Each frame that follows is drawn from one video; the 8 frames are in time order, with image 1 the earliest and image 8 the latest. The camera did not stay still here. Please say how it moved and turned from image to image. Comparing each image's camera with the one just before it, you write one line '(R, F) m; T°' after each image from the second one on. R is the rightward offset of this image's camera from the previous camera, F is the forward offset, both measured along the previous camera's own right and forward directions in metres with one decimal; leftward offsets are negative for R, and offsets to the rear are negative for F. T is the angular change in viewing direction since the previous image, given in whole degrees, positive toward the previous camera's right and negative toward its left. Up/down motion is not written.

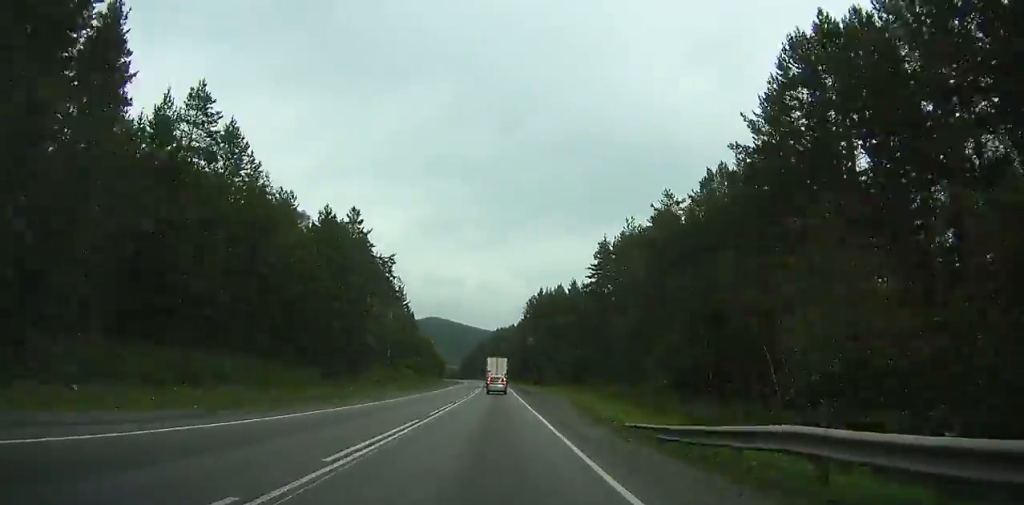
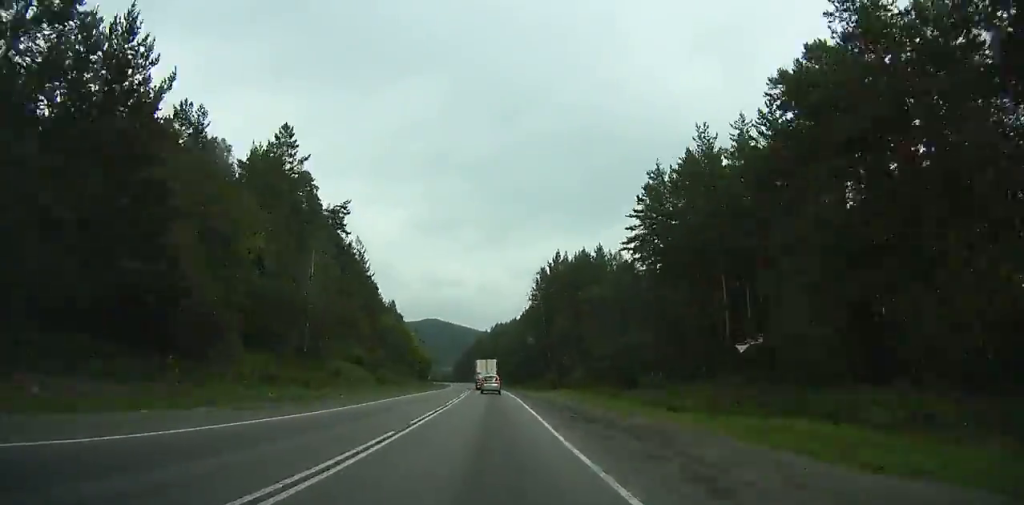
(+0.5, +38.0) m; 0°
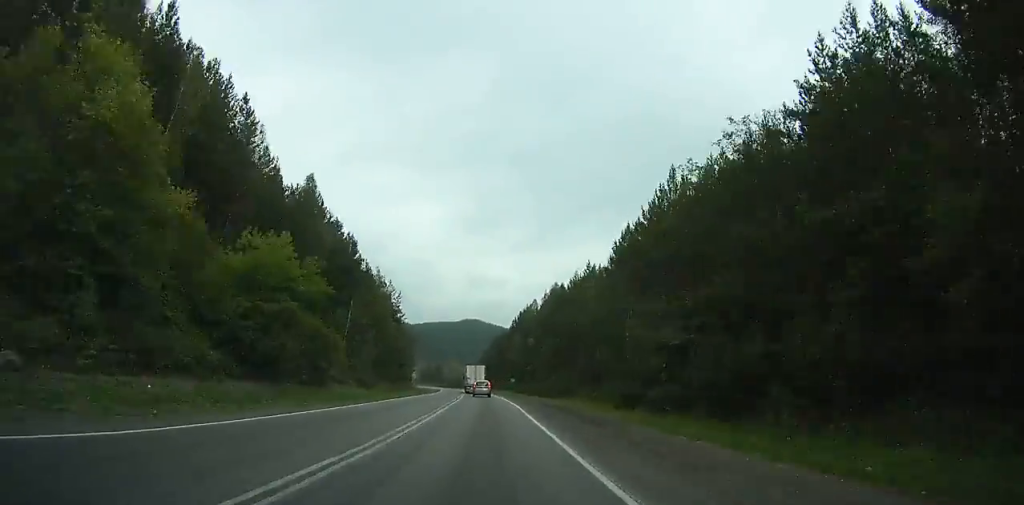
(-1.2, +109.8) m; -3°
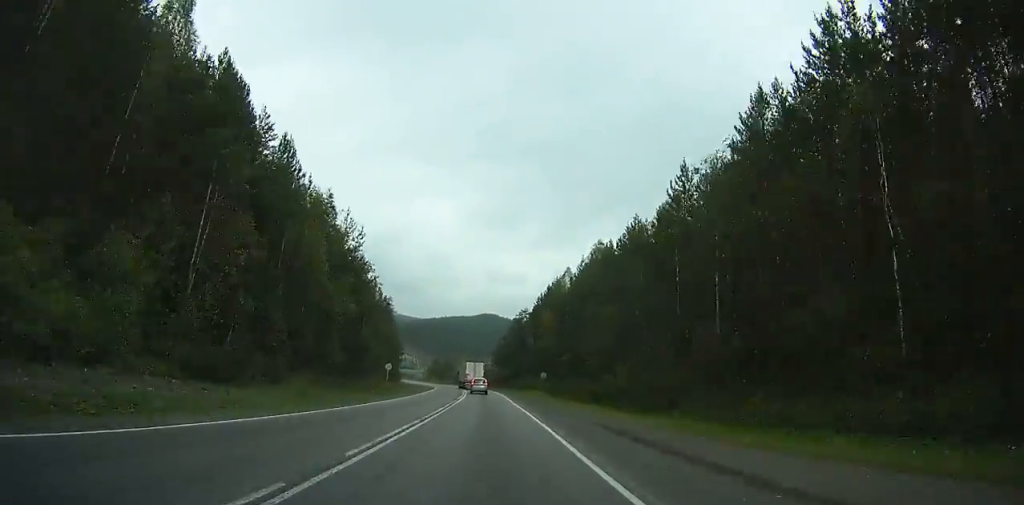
(-0.4, +37.3) m; -2°
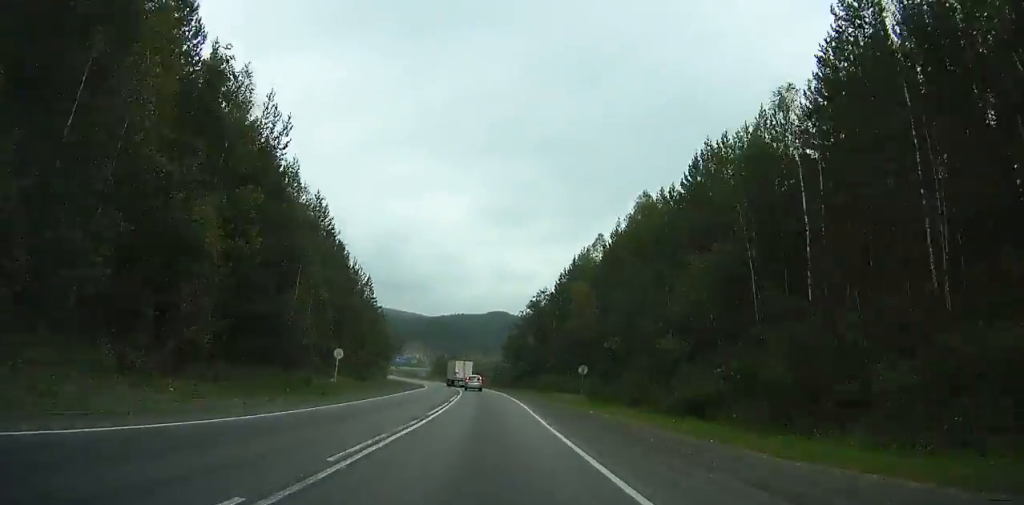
(-0.6, +25.0) m; -2°
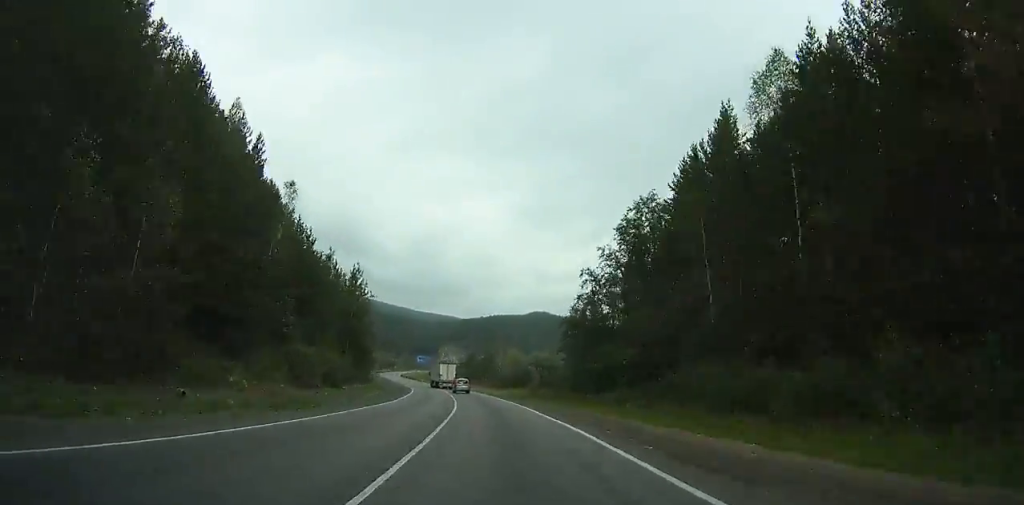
(-1.4, +50.0) m; -4°
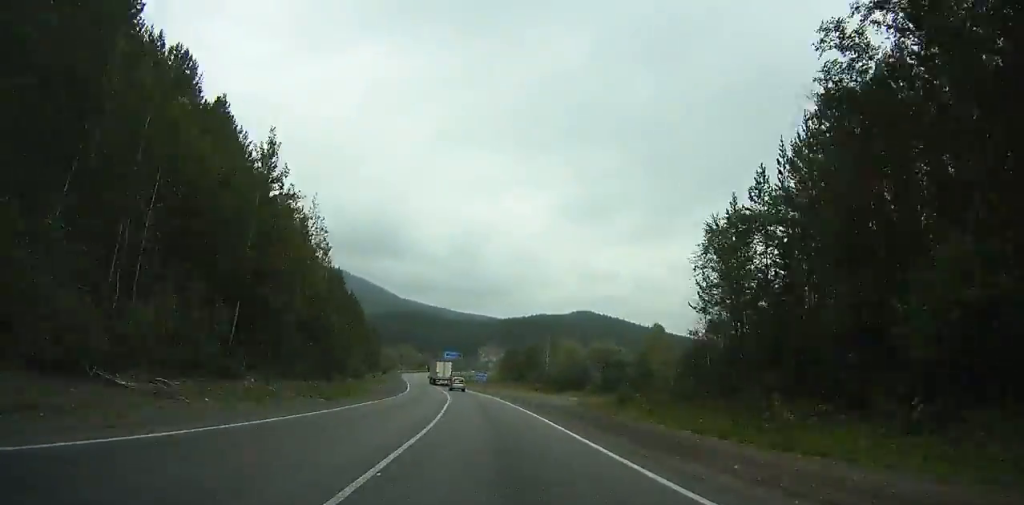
(-0.3, +36.5) m; -3°
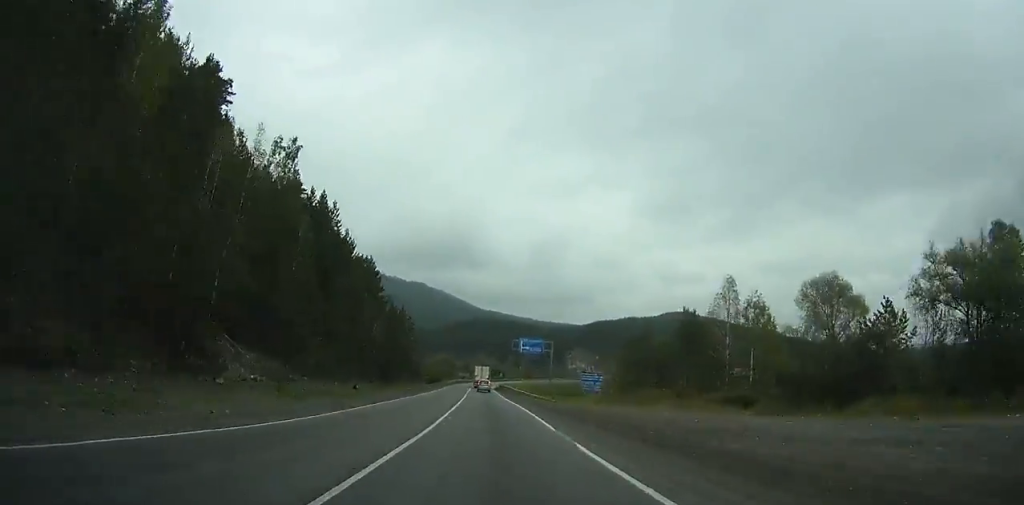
(-4.7, +72.1) m; -6°
